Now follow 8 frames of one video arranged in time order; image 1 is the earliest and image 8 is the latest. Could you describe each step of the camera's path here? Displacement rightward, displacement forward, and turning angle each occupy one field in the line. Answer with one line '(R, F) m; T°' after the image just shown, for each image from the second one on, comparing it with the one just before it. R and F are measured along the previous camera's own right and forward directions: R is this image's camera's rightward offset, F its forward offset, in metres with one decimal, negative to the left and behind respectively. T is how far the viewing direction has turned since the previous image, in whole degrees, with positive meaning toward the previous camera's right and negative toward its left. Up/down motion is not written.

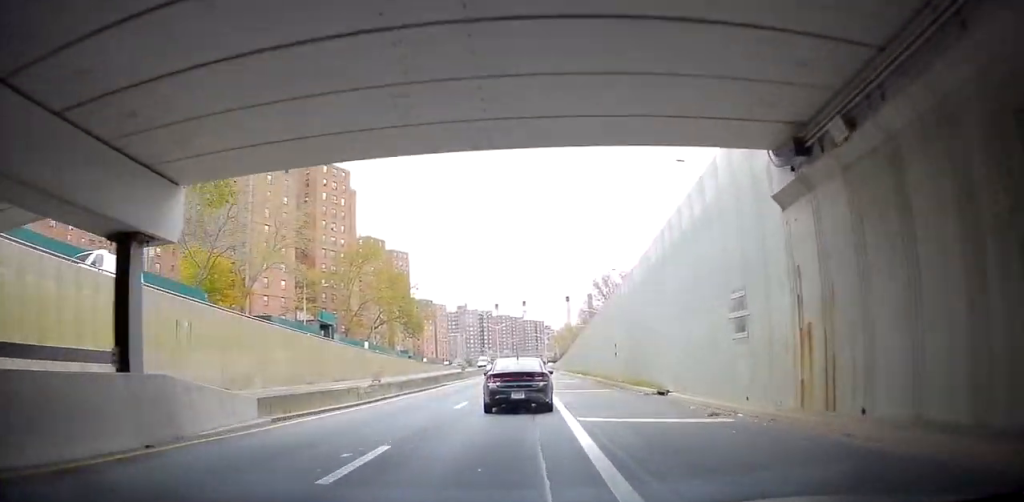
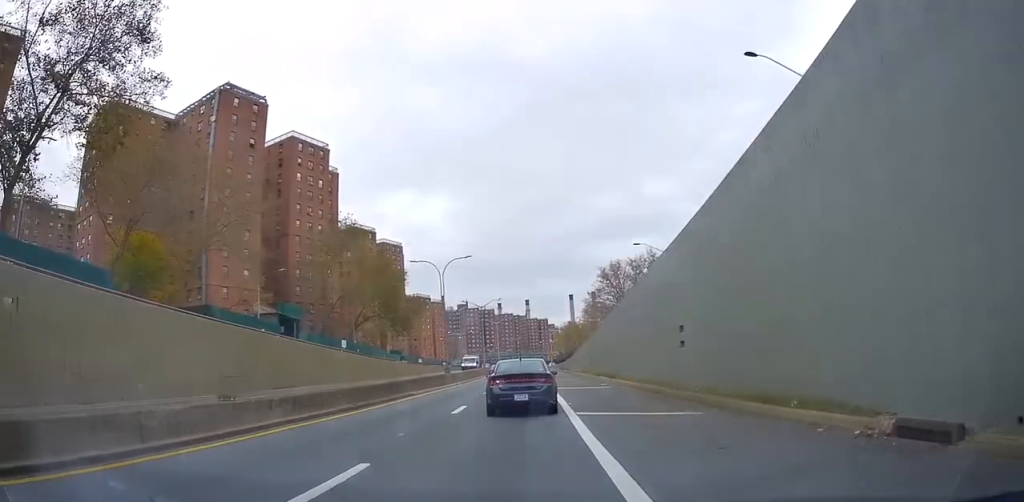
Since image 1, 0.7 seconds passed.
(0.0, +14.4) m; 0°
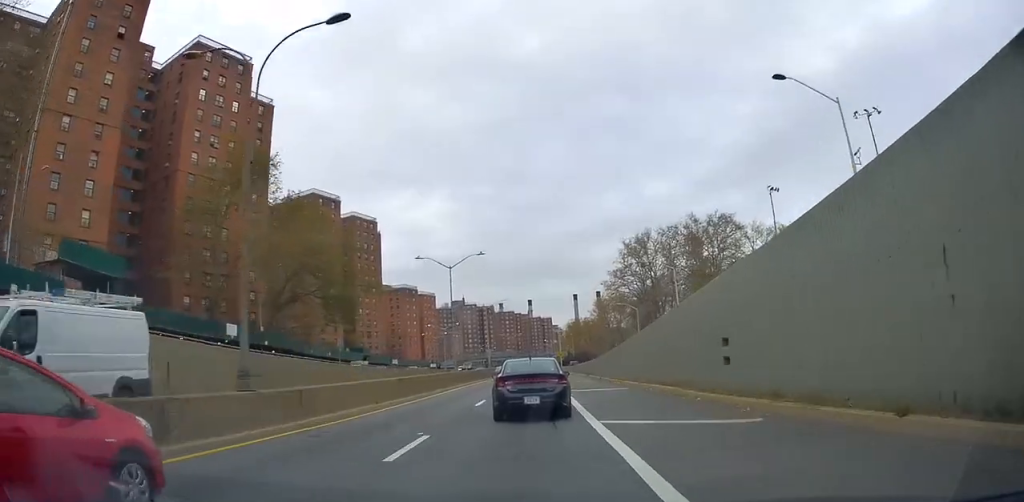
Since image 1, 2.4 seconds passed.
(-0.5, +35.0) m; -2°
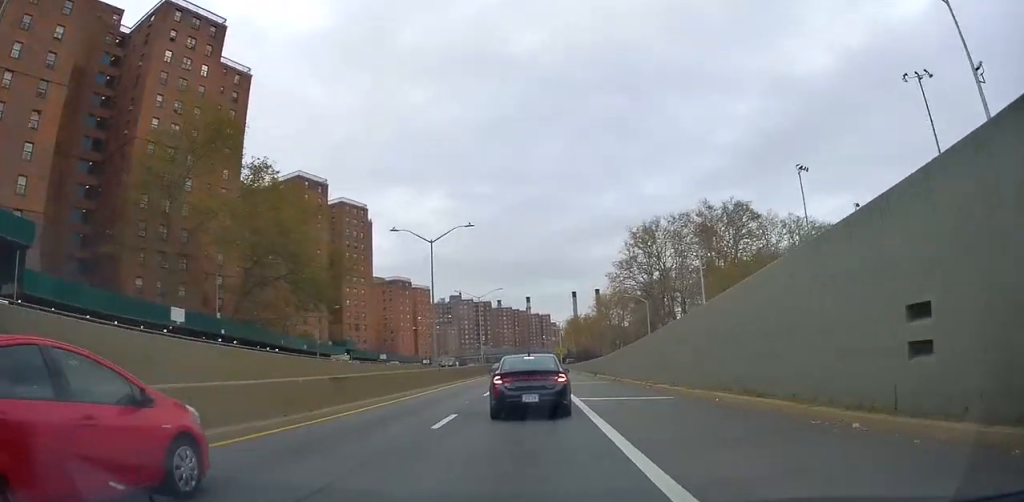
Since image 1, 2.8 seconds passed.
(+0.1, +8.8) m; -1°
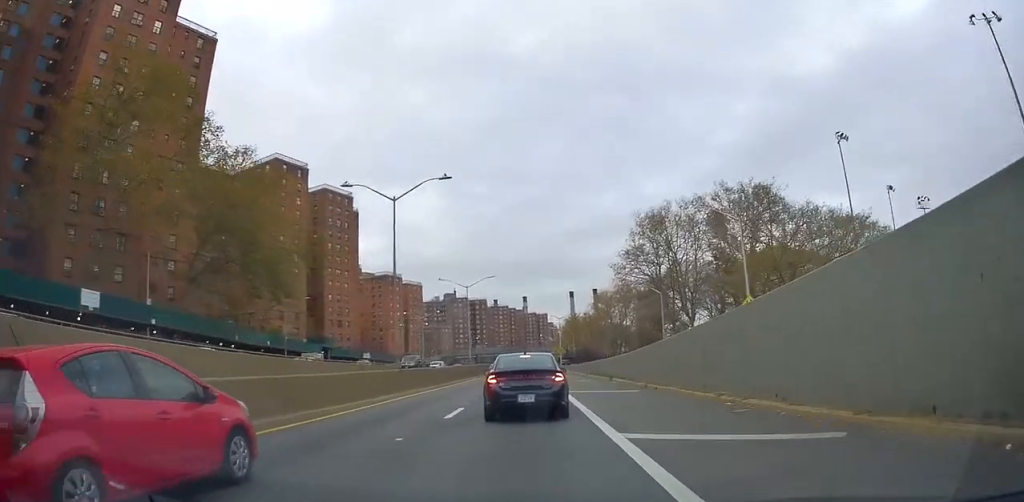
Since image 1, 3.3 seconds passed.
(+0.2, +10.5) m; -1°
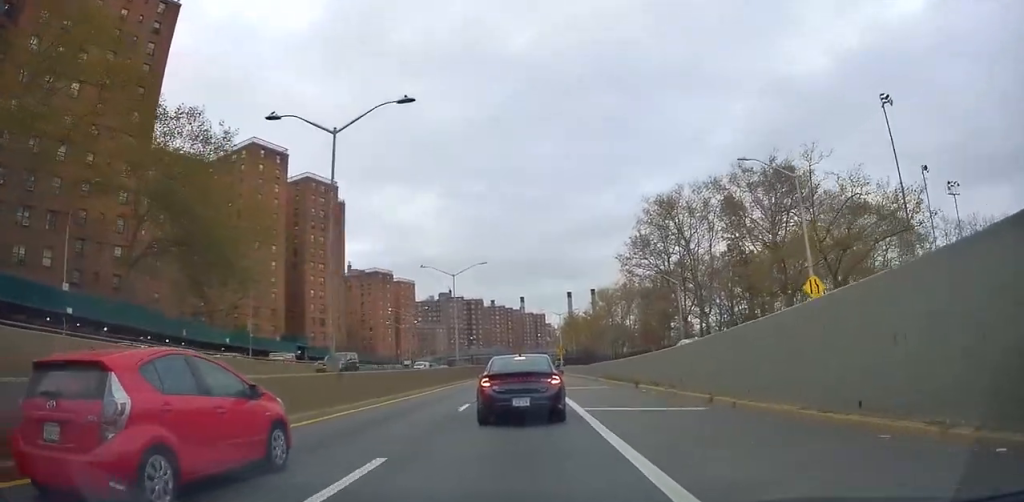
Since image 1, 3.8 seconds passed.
(-0.4, +9.2) m; 0°
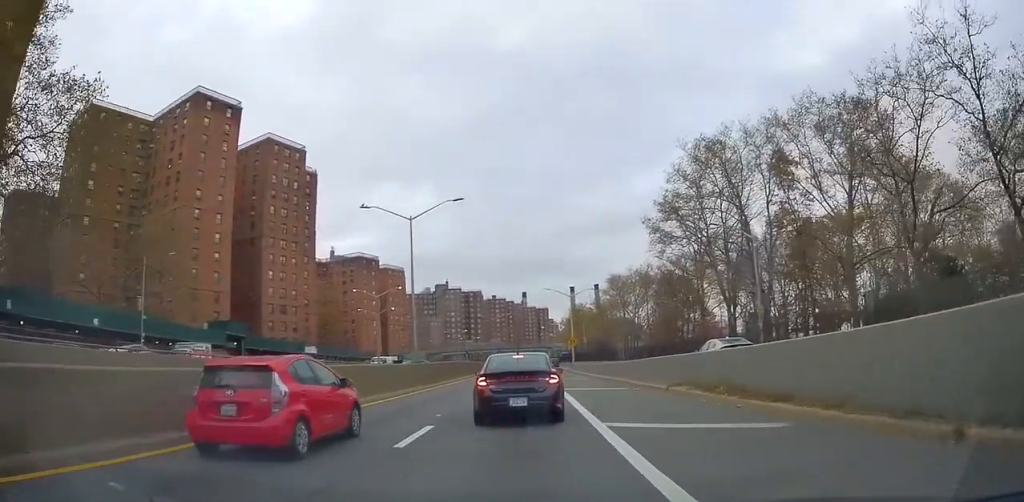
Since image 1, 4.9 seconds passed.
(+0.1, +21.1) m; +1°
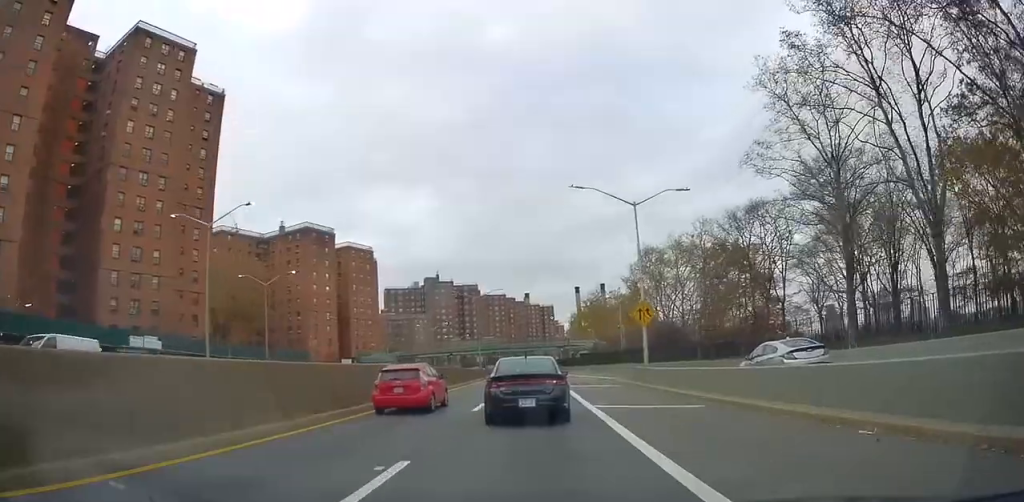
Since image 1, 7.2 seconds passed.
(-0.2, +43.2) m; -1°
